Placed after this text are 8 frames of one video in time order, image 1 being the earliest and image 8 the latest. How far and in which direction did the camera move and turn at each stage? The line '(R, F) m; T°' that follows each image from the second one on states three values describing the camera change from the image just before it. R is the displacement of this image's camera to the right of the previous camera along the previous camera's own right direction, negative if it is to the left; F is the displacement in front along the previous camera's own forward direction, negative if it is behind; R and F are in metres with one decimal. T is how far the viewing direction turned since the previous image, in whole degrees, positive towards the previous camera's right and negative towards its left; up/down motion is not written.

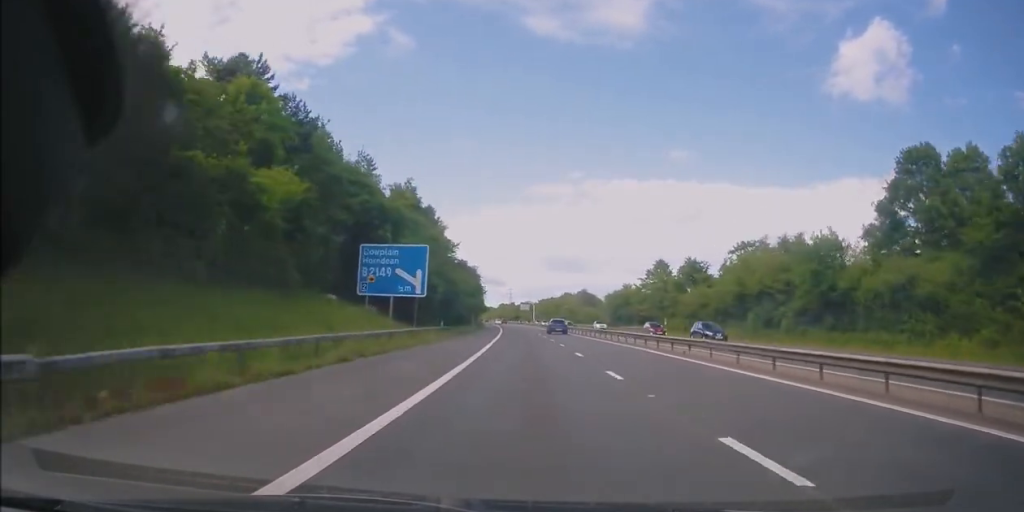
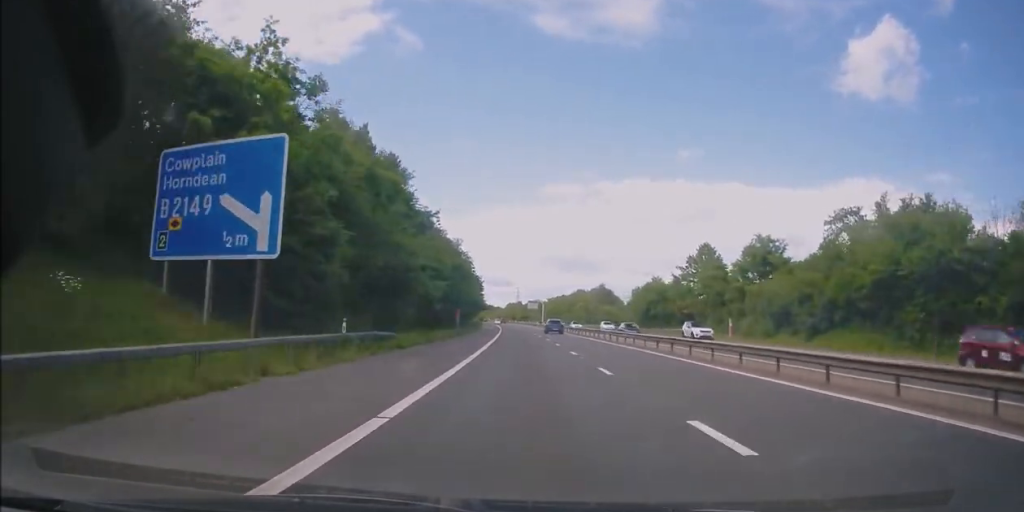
(-0.3, +24.8) m; -1°
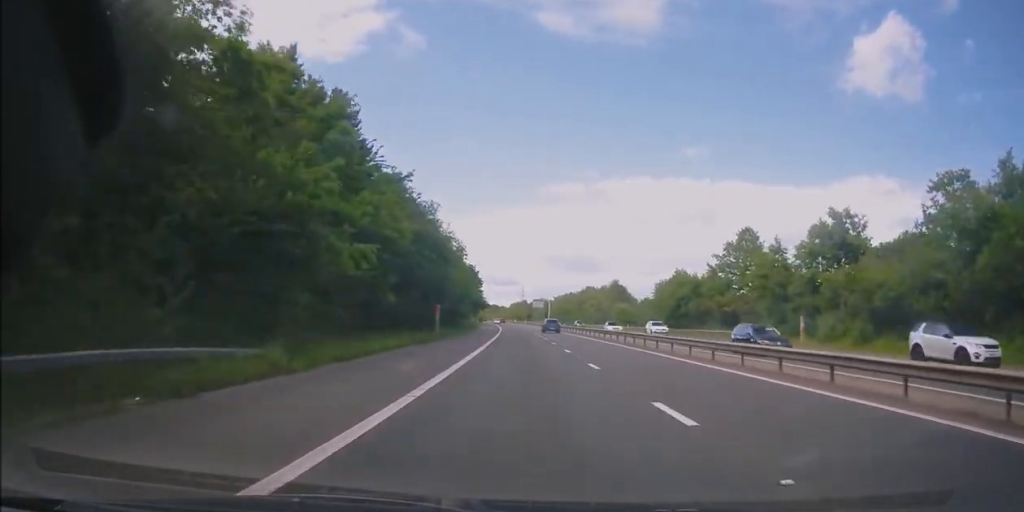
(-0.1, +16.2) m; -1°
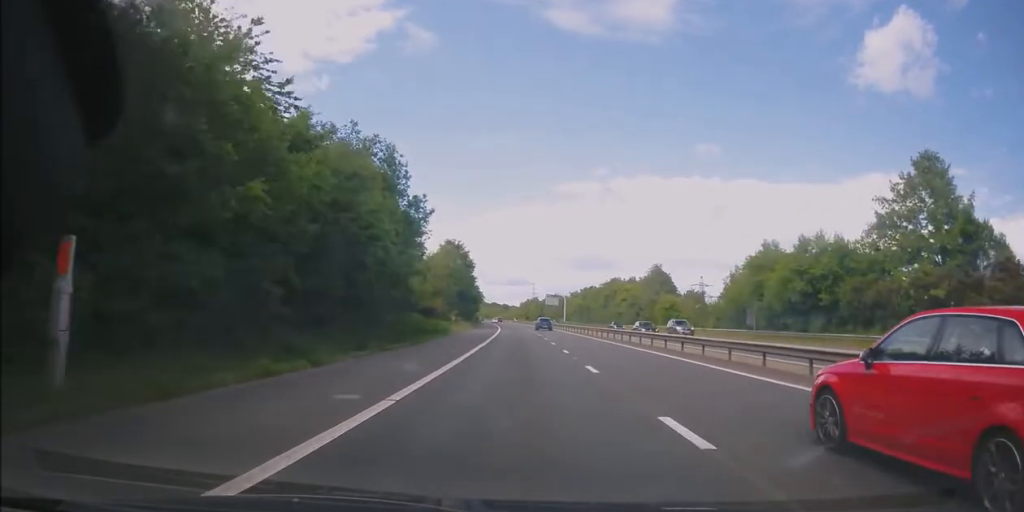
(-0.4, +37.4) m; -1°
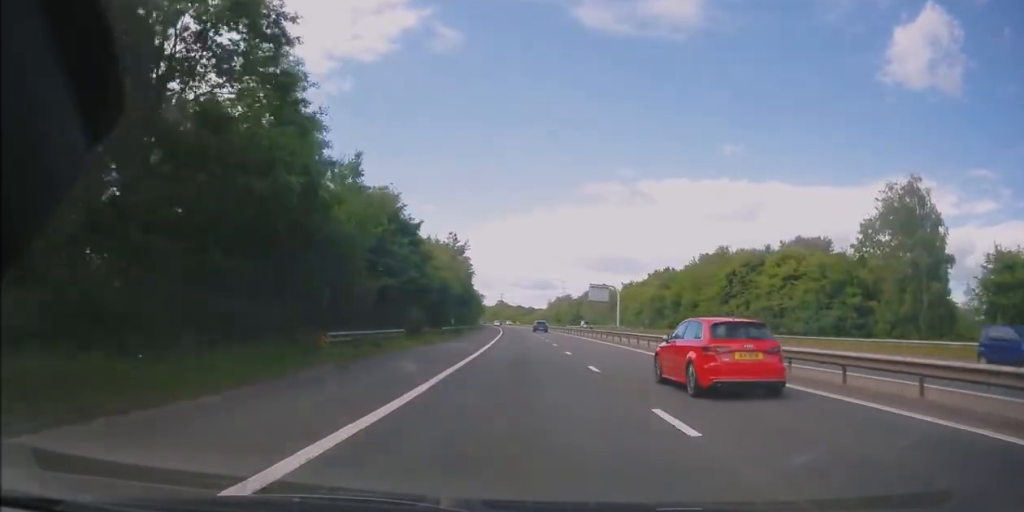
(-1.0, +71.1) m; -1°
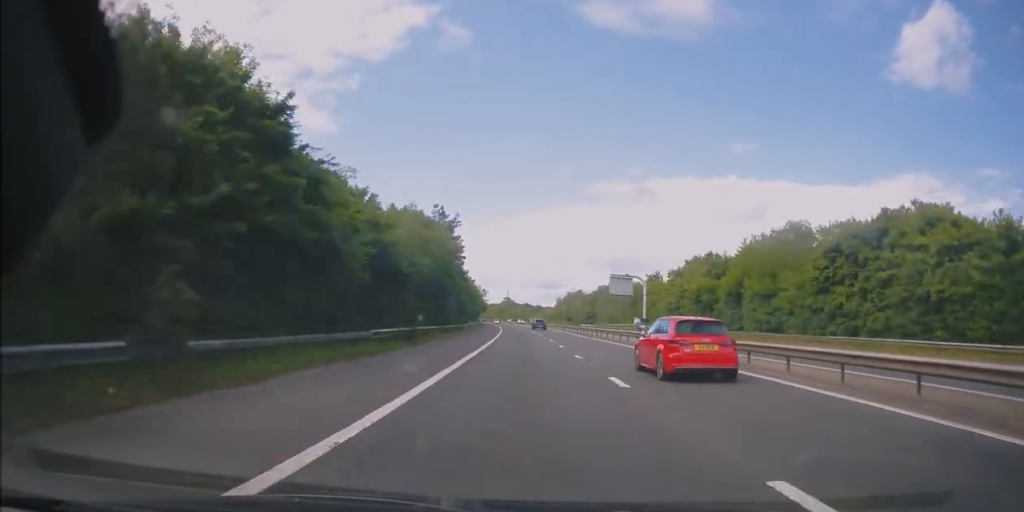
(0.0, +22.2) m; -1°
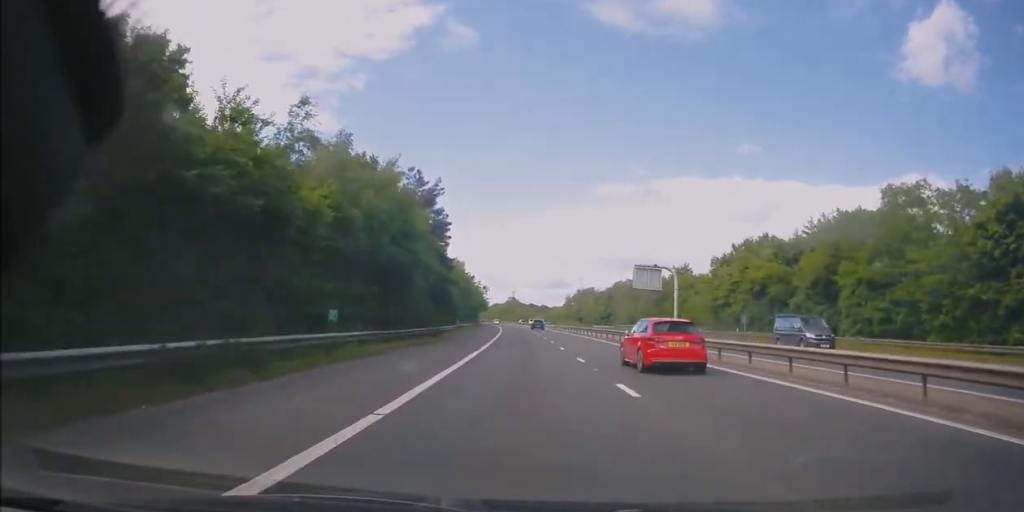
(-0.2, +19.3) m; -1°
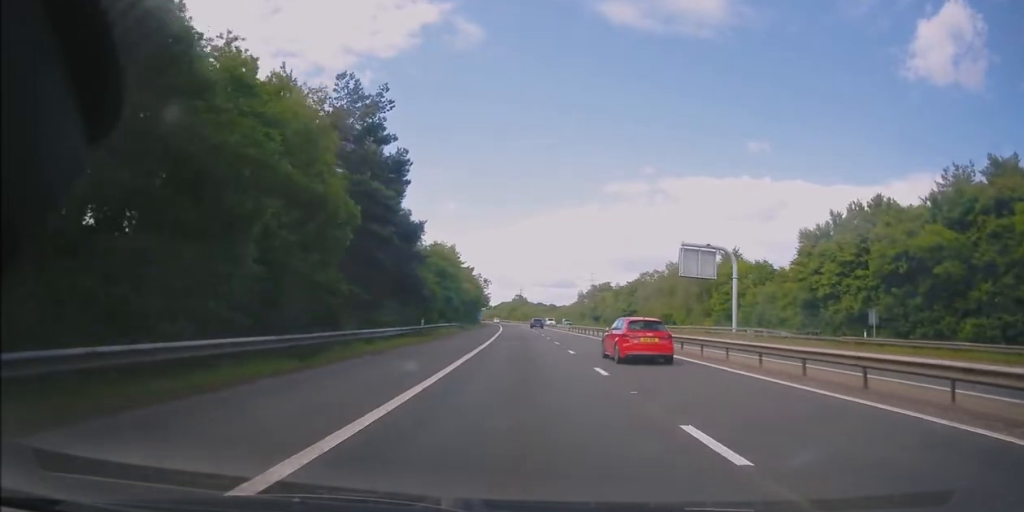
(-0.4, +23.2) m; -1°
